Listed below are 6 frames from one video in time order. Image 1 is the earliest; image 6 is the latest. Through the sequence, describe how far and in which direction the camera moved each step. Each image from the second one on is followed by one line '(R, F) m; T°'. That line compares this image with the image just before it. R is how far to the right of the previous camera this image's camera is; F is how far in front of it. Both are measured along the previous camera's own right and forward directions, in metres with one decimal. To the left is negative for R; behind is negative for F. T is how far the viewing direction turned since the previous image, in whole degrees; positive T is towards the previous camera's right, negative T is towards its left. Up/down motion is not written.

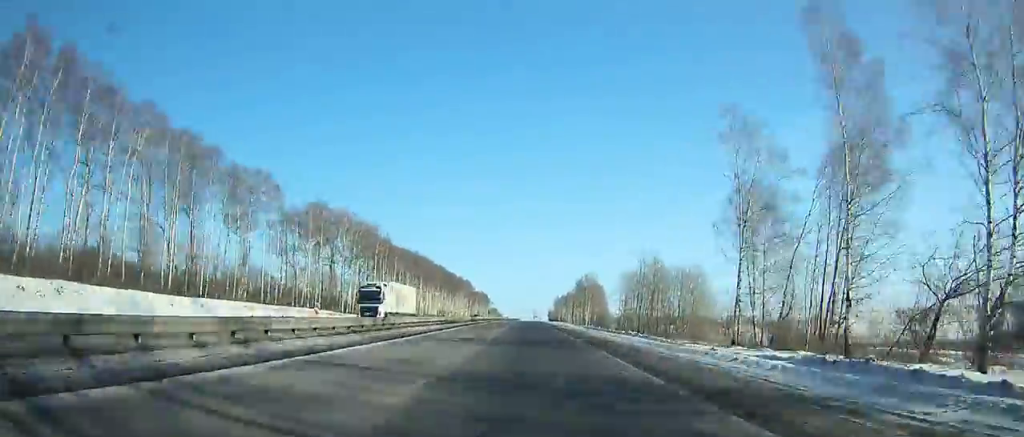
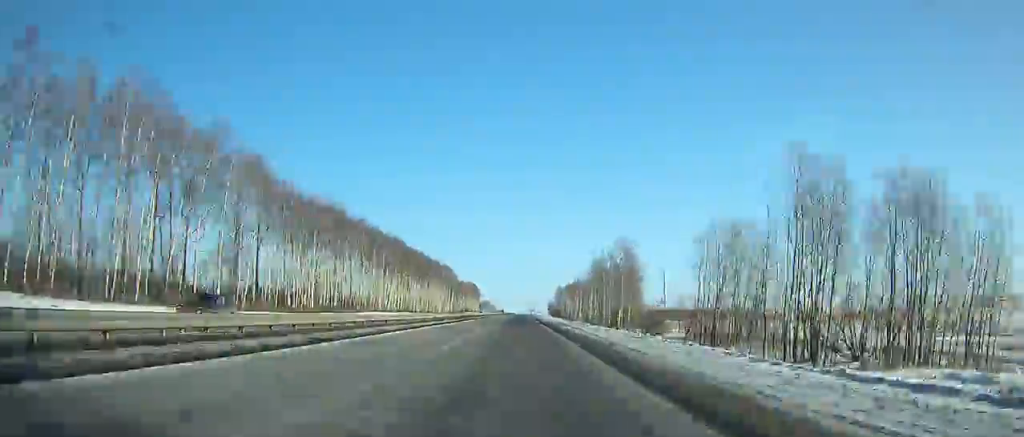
(0.0, +72.9) m; 0°
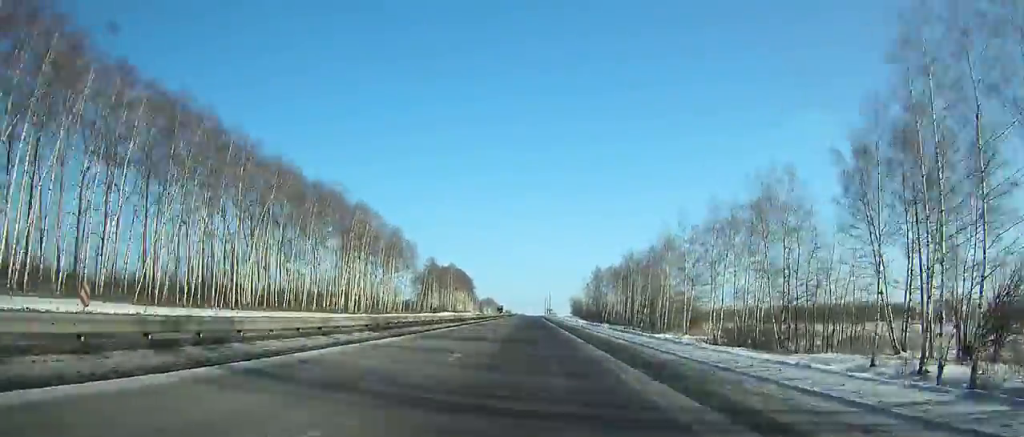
(-0.7, +145.5) m; 0°
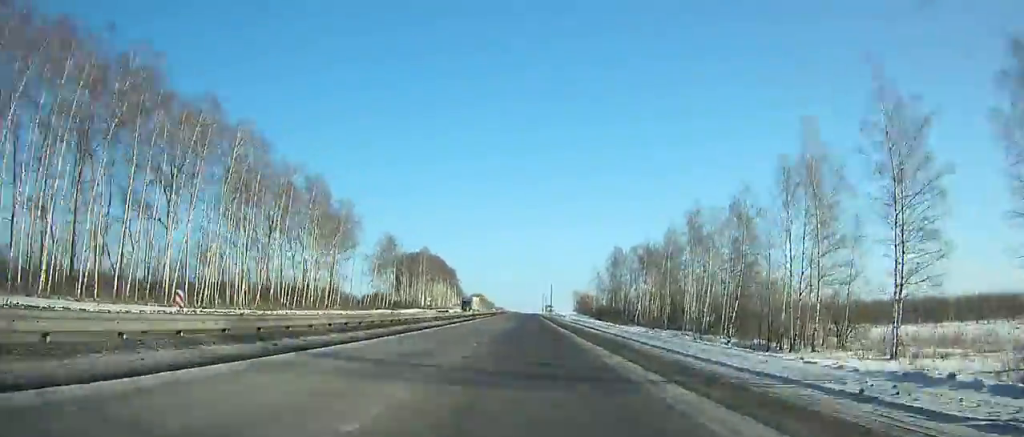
(-0.2, +56.0) m; 0°
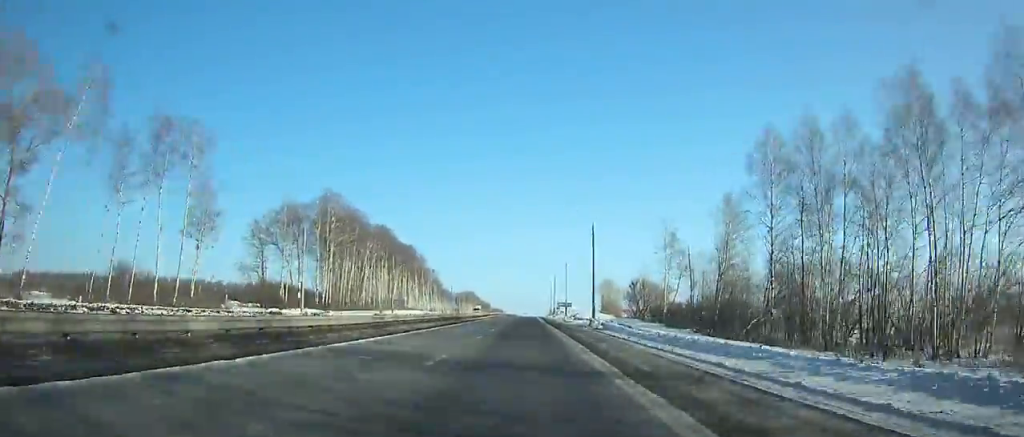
(+0.6, +99.7) m; 0°
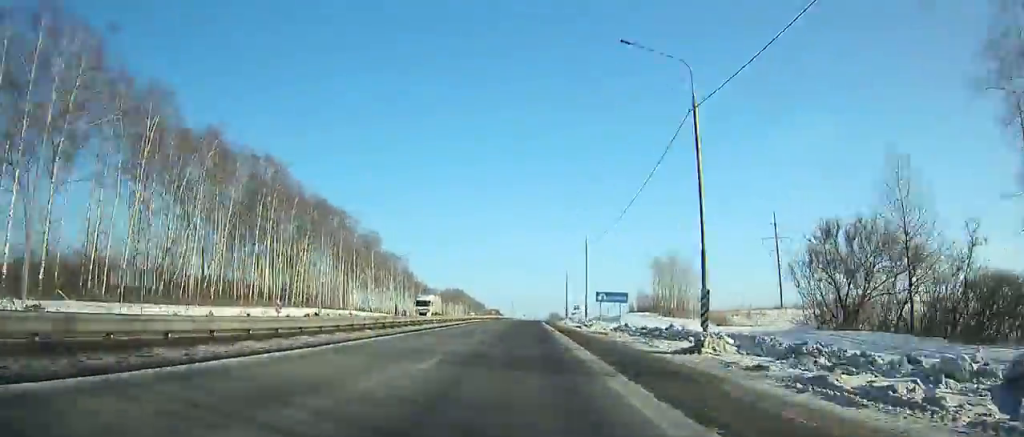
(0.0, +72.2) m; 0°
